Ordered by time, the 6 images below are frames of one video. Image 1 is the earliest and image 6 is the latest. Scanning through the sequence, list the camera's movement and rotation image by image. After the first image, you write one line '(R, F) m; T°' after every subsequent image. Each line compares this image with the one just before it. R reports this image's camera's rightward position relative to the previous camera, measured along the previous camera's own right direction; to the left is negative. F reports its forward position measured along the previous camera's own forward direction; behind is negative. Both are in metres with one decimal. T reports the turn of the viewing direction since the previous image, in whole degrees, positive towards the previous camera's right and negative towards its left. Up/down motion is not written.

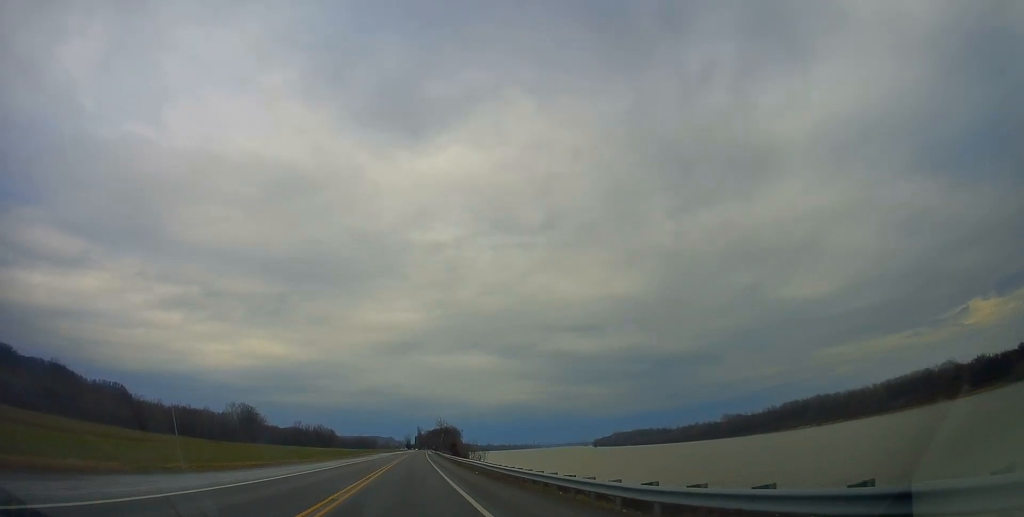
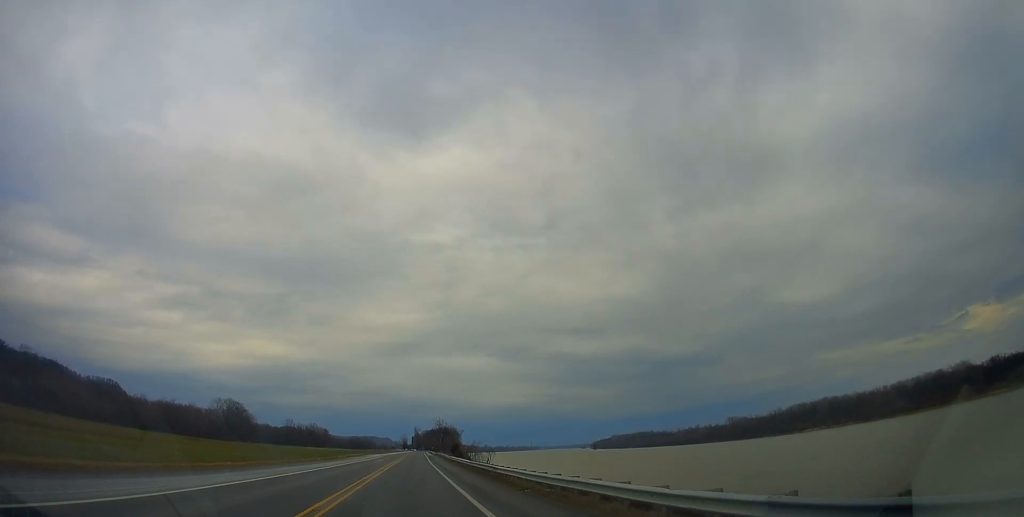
(+0.4, +27.7) m; +1°
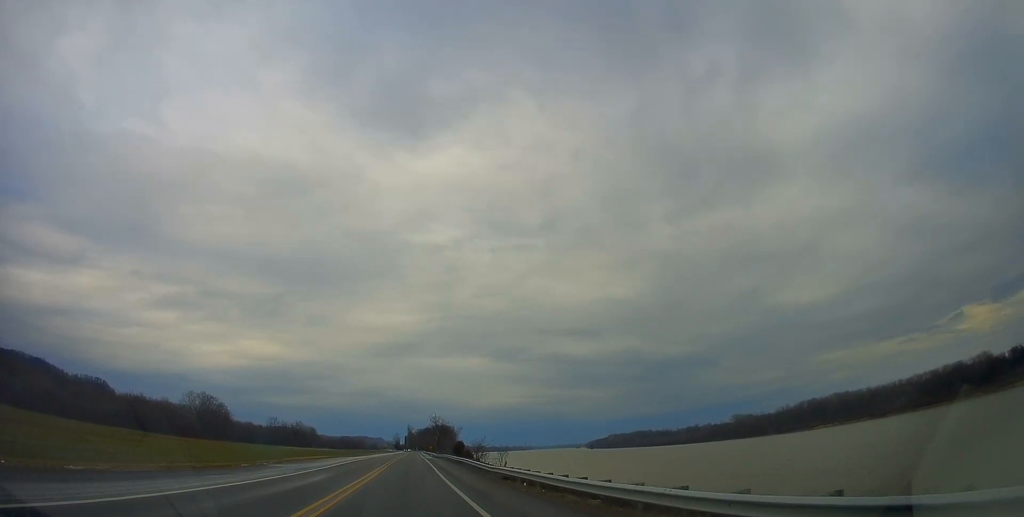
(+0.2, +43.5) m; -1°
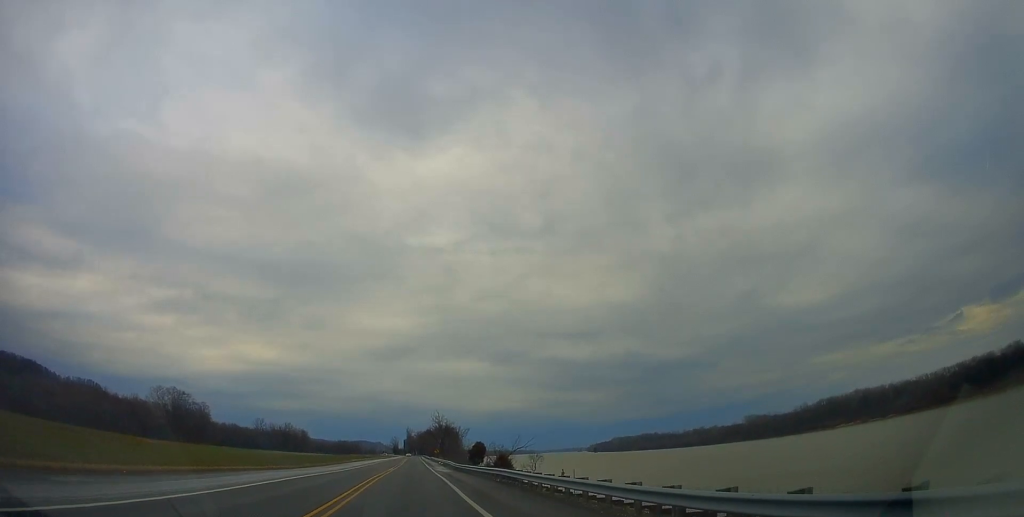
(-0.4, +48.9) m; +1°
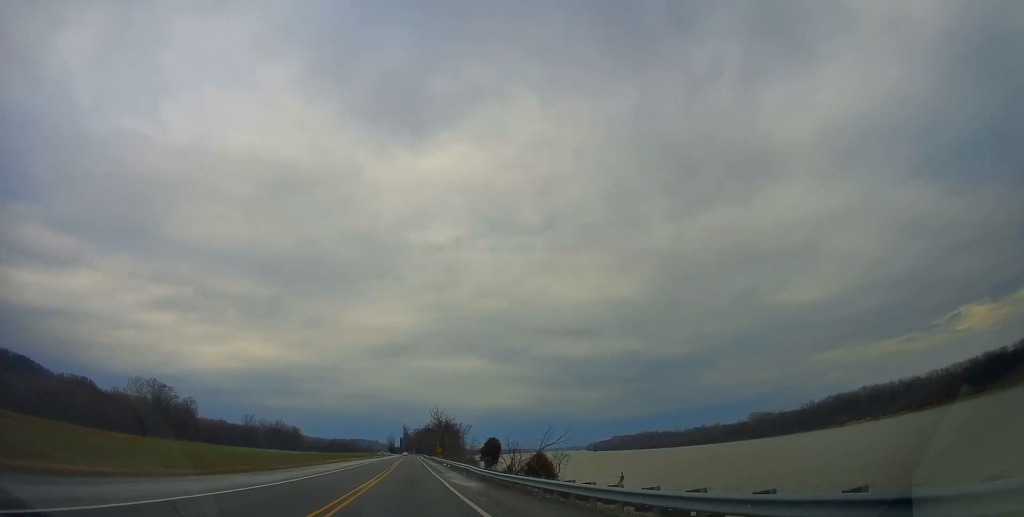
(+0.4, +24.0) m; -1°
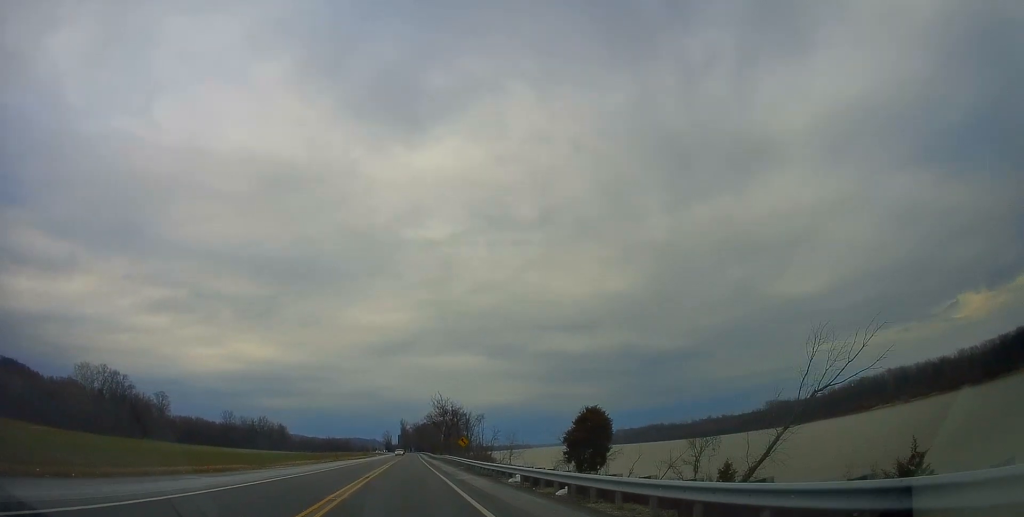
(+0.3, +53.7) m; 0°
